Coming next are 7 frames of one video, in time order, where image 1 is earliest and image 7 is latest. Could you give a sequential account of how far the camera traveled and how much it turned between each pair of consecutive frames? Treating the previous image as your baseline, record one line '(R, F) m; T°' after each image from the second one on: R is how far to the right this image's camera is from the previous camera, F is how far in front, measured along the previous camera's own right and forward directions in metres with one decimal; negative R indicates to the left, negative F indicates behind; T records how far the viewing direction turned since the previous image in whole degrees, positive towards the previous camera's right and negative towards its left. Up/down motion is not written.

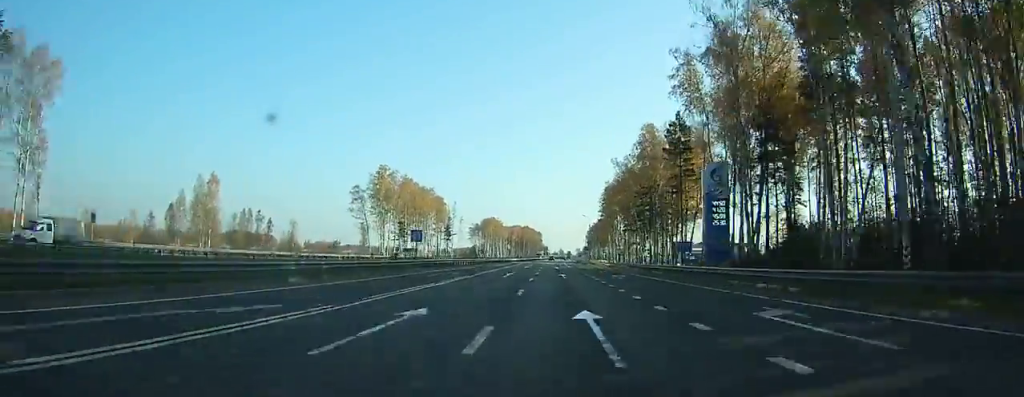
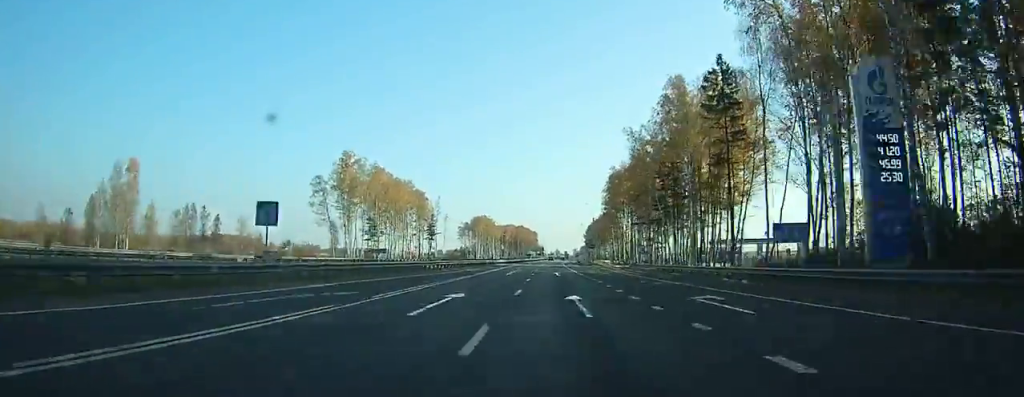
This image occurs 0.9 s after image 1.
(-0.1, +25.2) m; 0°
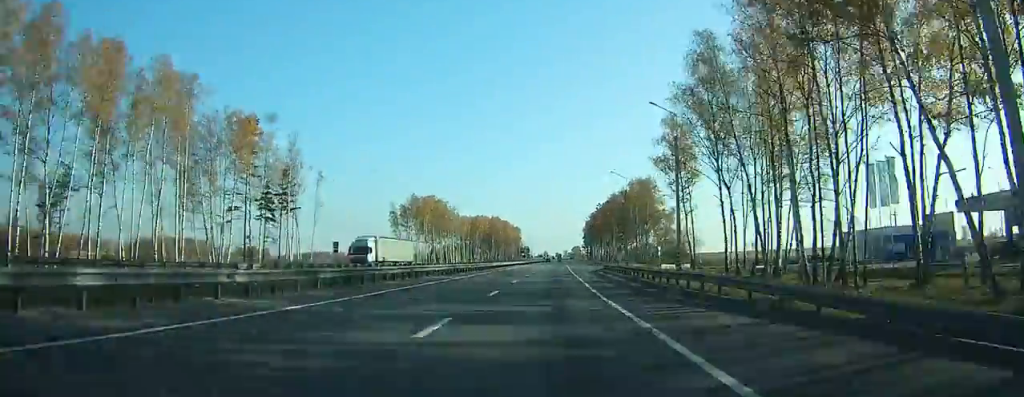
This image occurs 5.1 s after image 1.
(0.0, +115.5) m; +1°
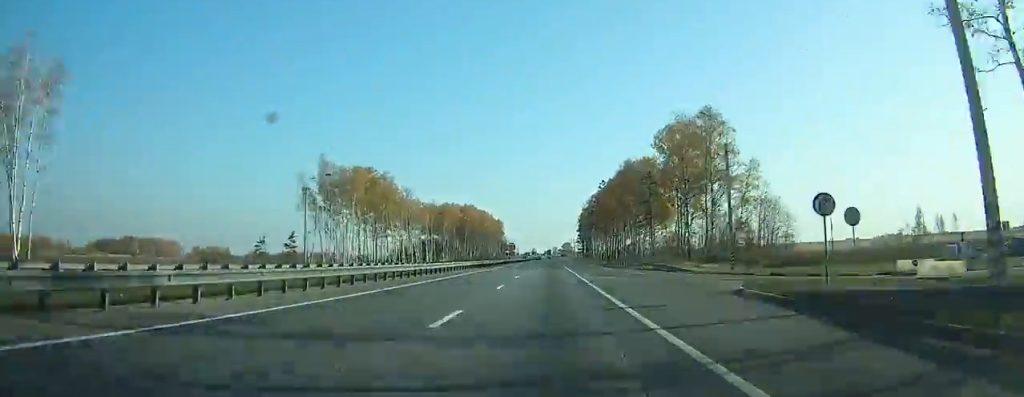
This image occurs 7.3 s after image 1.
(+0.6, +58.3) m; +1°
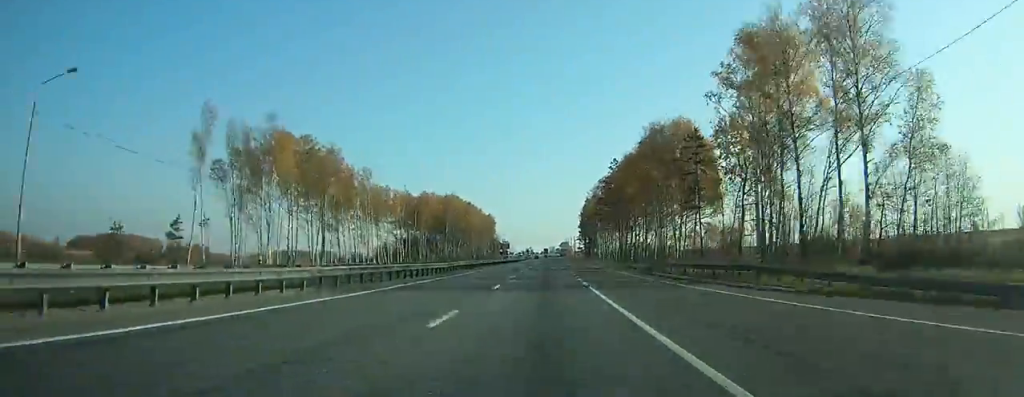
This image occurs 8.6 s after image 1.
(+0.3, +35.2) m; 0°
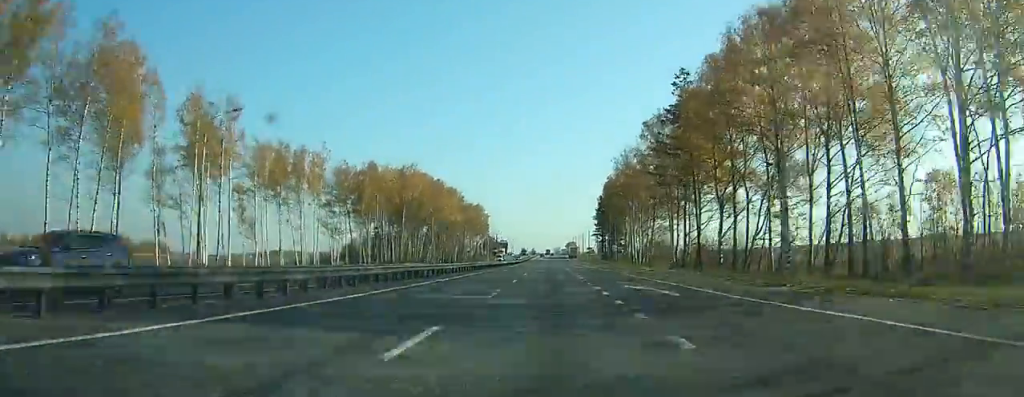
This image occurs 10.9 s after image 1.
(0.0, +58.0) m; 0°
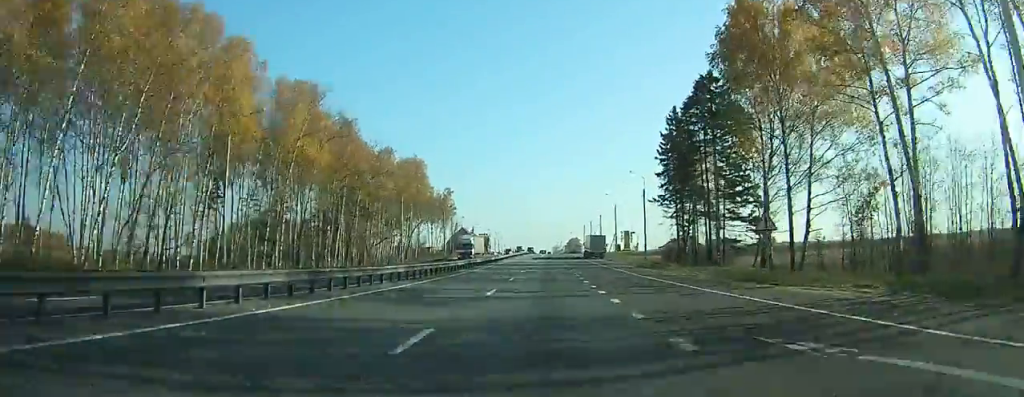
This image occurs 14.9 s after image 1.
(+0.9, +105.9) m; +1°
